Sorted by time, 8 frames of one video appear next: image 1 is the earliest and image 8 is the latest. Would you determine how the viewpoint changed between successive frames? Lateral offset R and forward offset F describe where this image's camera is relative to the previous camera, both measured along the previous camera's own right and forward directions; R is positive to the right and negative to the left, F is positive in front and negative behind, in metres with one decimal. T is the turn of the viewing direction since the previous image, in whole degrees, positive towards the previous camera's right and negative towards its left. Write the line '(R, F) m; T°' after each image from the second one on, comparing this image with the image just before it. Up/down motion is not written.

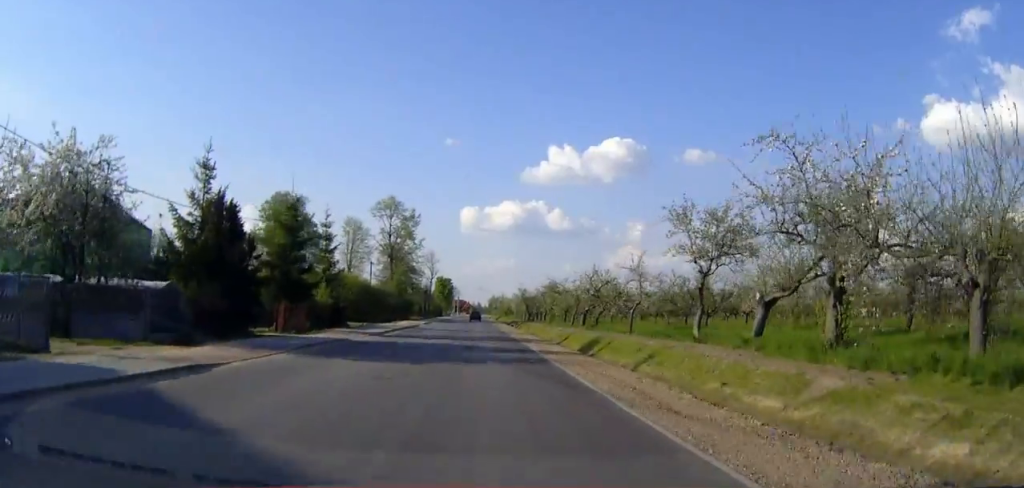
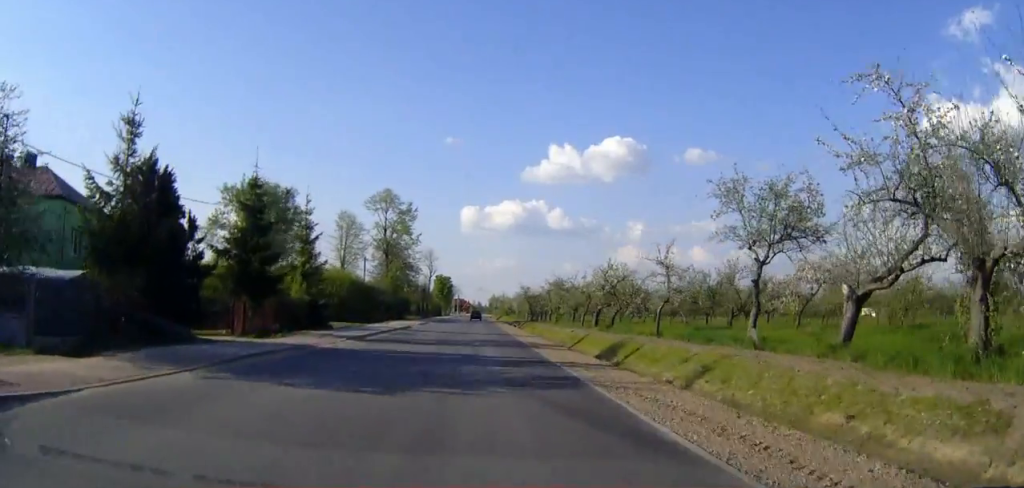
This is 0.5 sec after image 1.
(0.0, +6.1) m; 0°
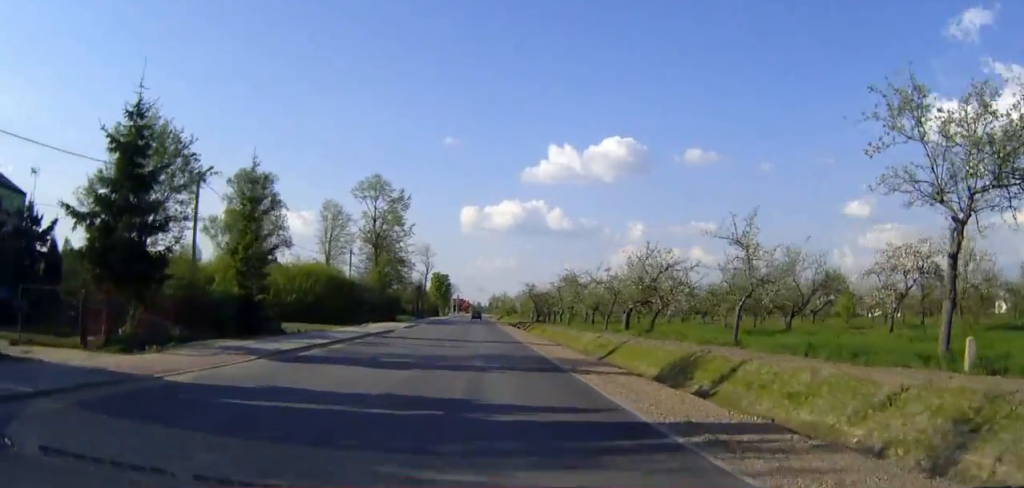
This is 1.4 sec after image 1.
(0.0, +11.0) m; 0°
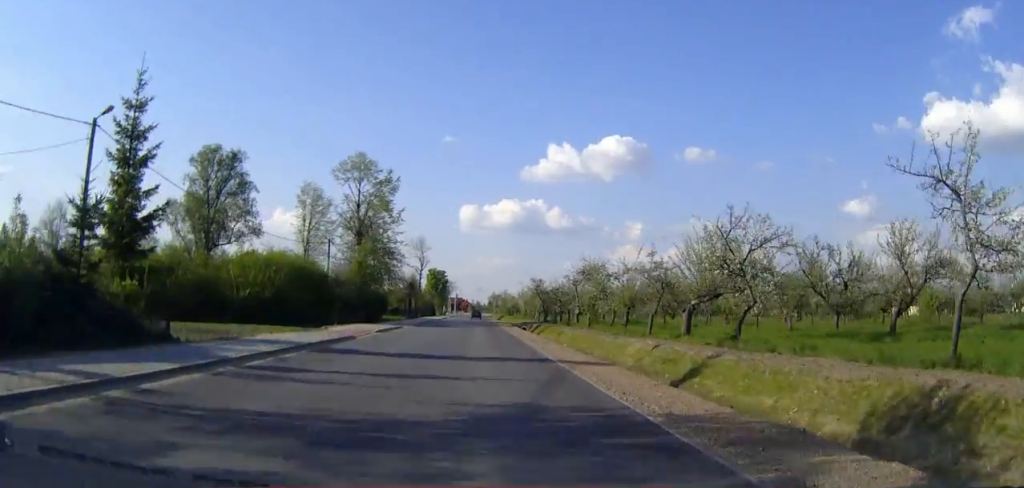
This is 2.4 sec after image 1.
(0.0, +12.6) m; 0°
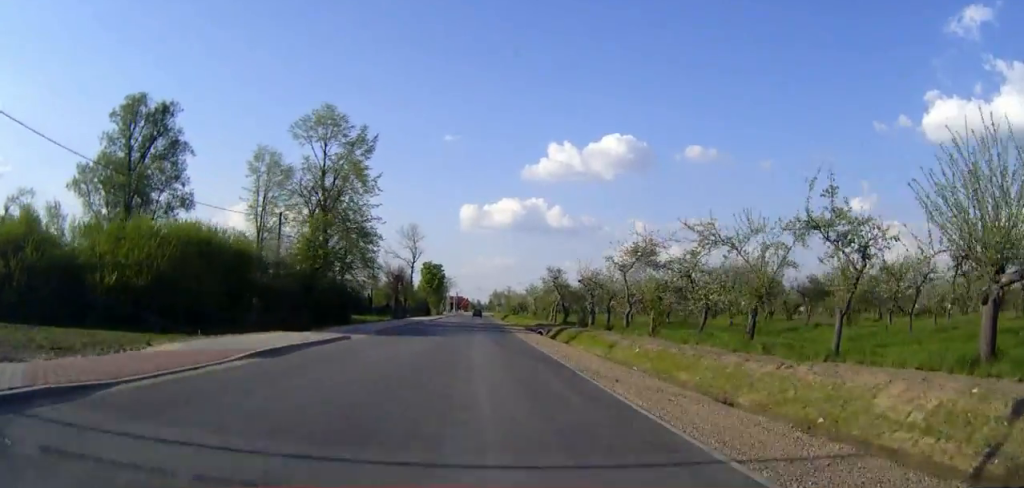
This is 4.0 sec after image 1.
(0.0, +19.4) m; 0°
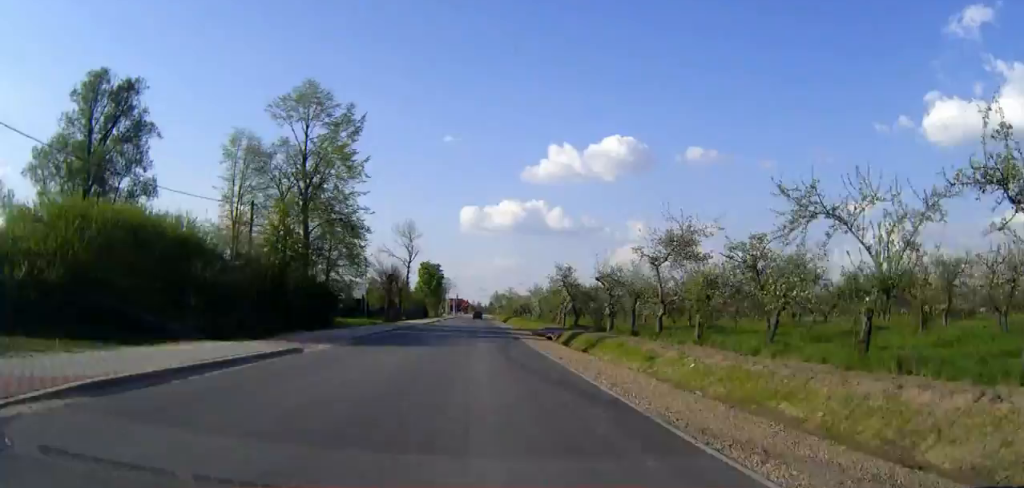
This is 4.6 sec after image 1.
(0.0, +7.4) m; 0°
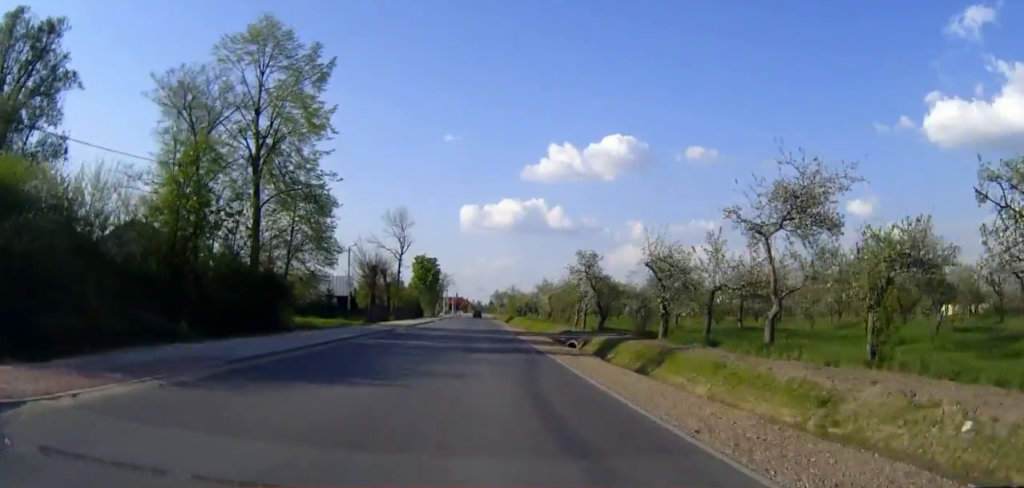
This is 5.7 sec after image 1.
(0.0, +13.0) m; 0°
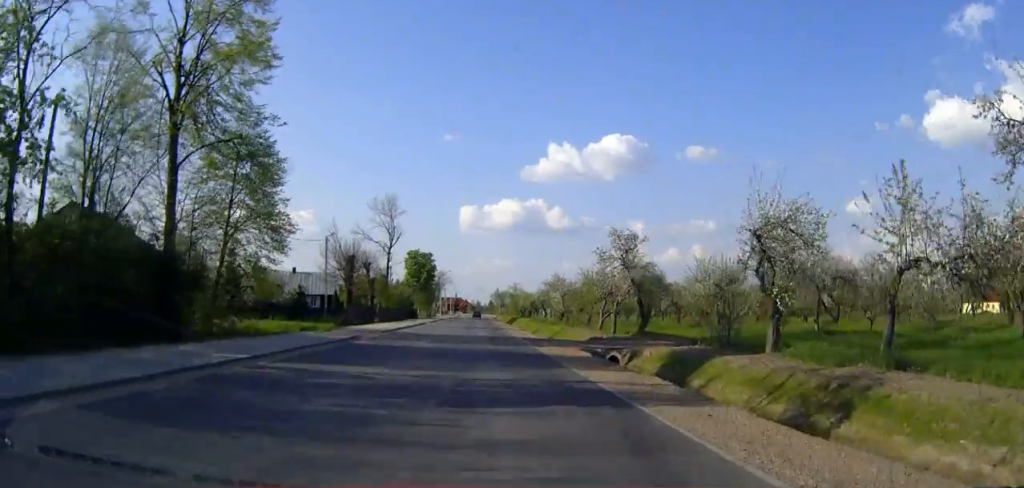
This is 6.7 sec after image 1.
(0.0, +12.6) m; 0°
